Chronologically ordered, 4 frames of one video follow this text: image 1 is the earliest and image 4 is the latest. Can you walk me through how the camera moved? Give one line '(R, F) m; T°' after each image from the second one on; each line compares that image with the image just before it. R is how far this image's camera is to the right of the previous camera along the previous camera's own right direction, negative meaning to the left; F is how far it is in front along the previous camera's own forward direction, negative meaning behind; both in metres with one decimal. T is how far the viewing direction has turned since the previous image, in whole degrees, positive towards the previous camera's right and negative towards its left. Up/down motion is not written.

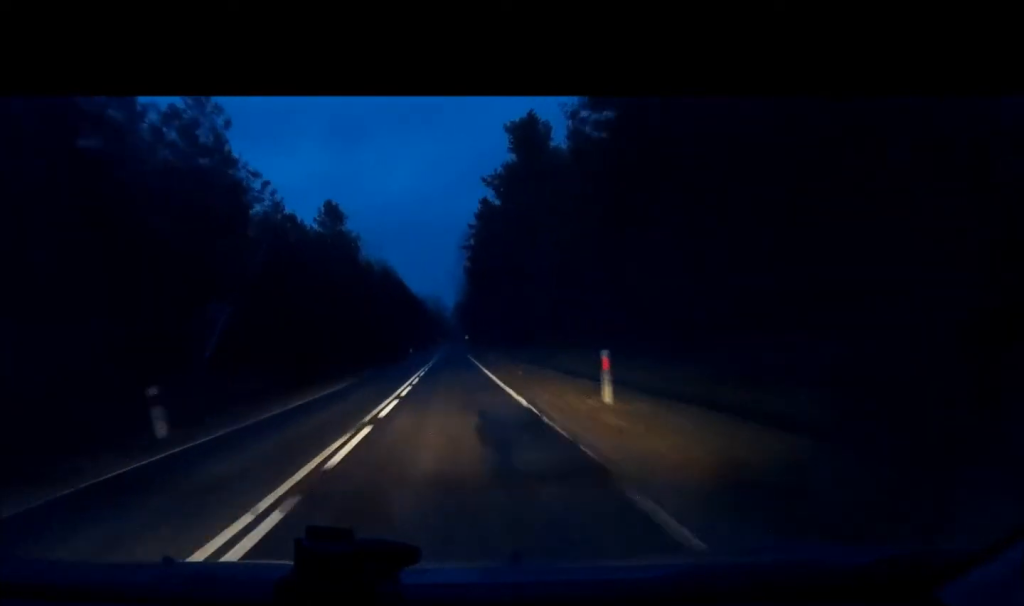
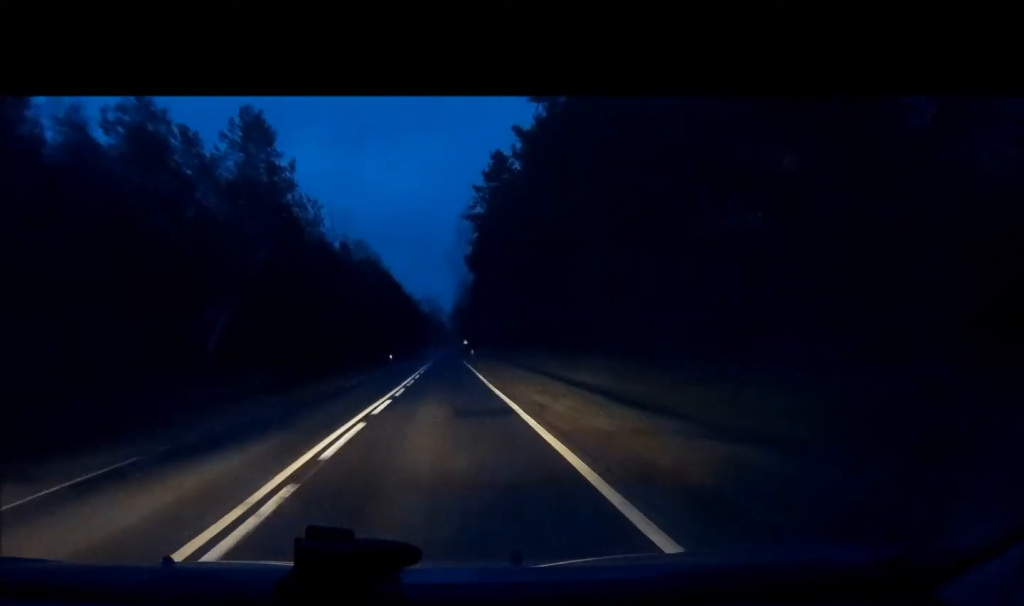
(+0.3, +29.3) m; +1°
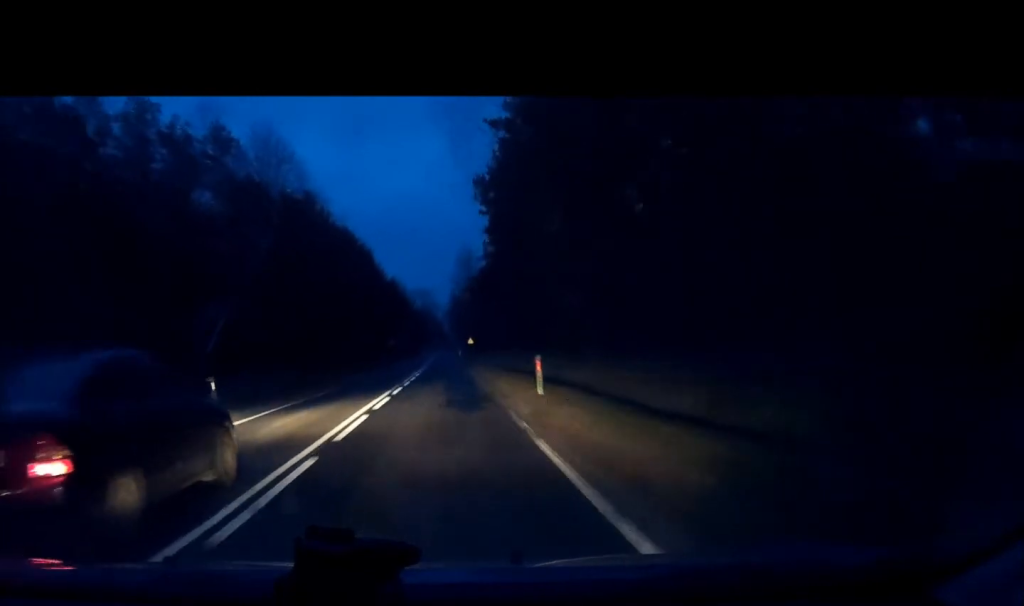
(-0.6, +57.9) m; -1°
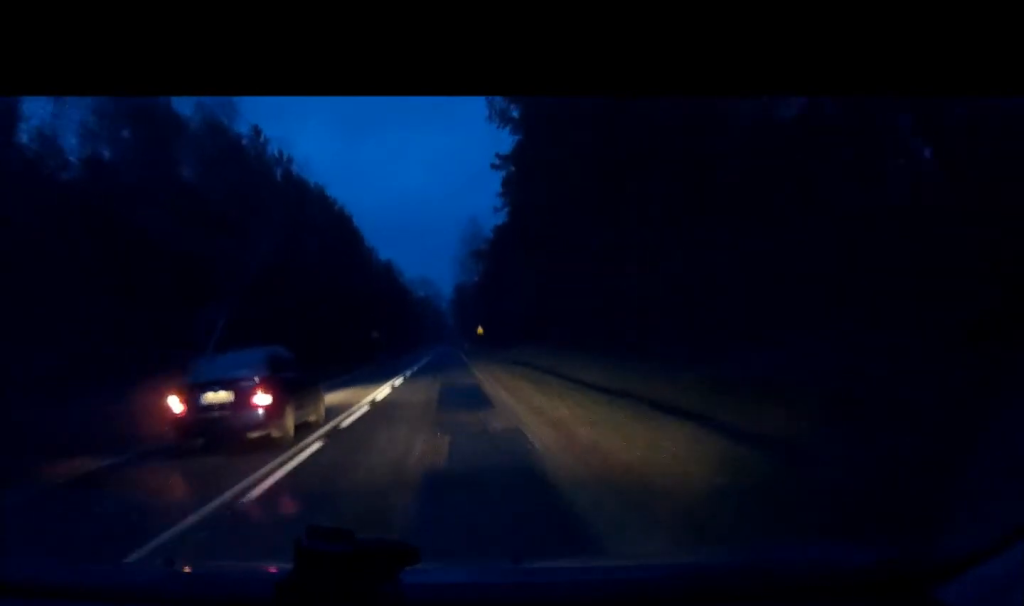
(-0.4, +22.6) m; -2°
